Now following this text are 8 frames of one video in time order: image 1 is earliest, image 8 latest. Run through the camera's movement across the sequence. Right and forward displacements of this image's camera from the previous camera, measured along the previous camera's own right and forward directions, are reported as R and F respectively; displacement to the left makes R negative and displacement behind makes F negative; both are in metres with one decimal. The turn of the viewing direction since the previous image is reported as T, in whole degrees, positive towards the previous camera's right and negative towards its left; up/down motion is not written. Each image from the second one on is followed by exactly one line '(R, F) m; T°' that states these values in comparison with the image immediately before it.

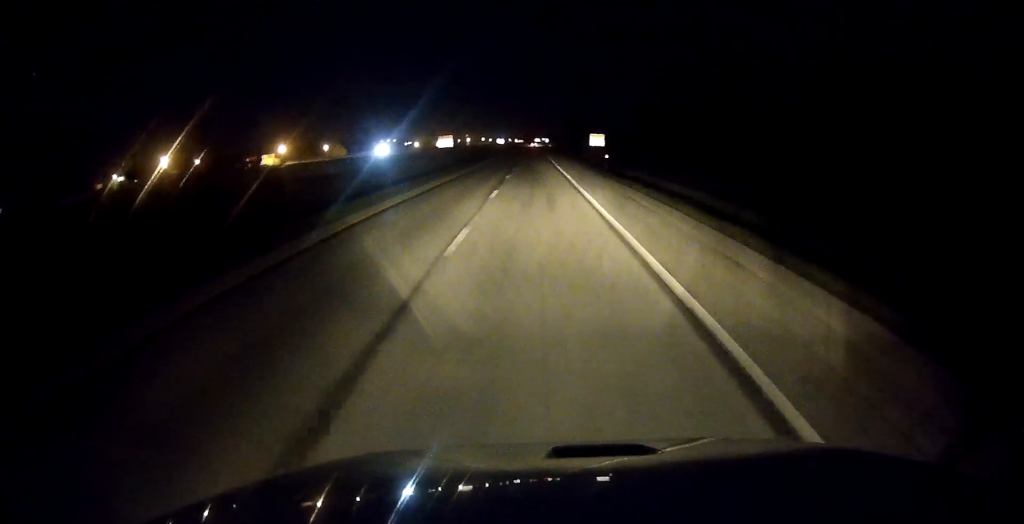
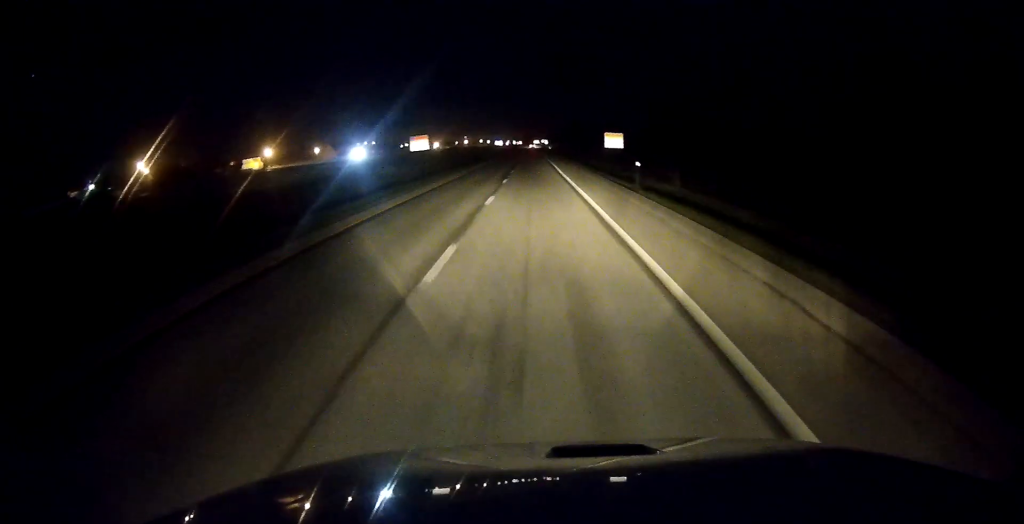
(+0.2, +14.2) m; 0°
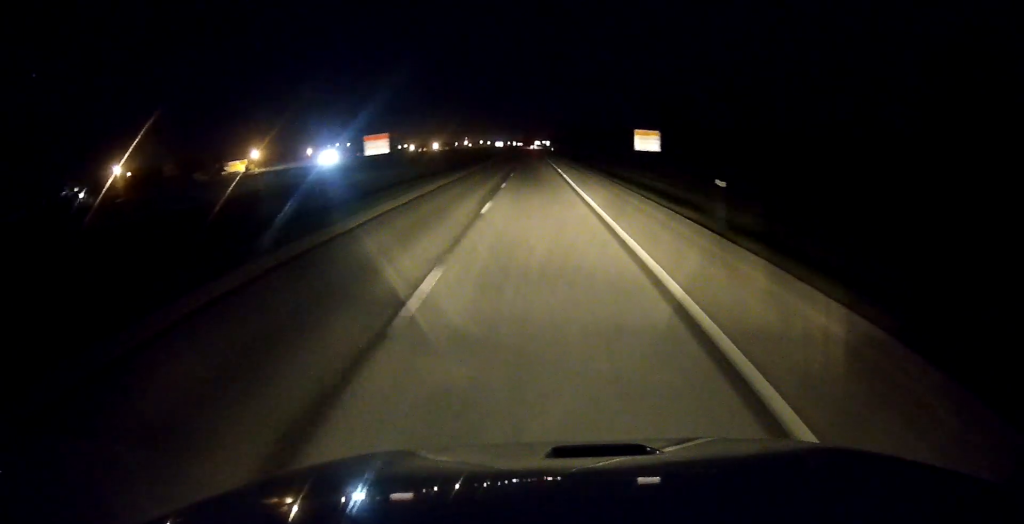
(0.0, +14.2) m; 0°
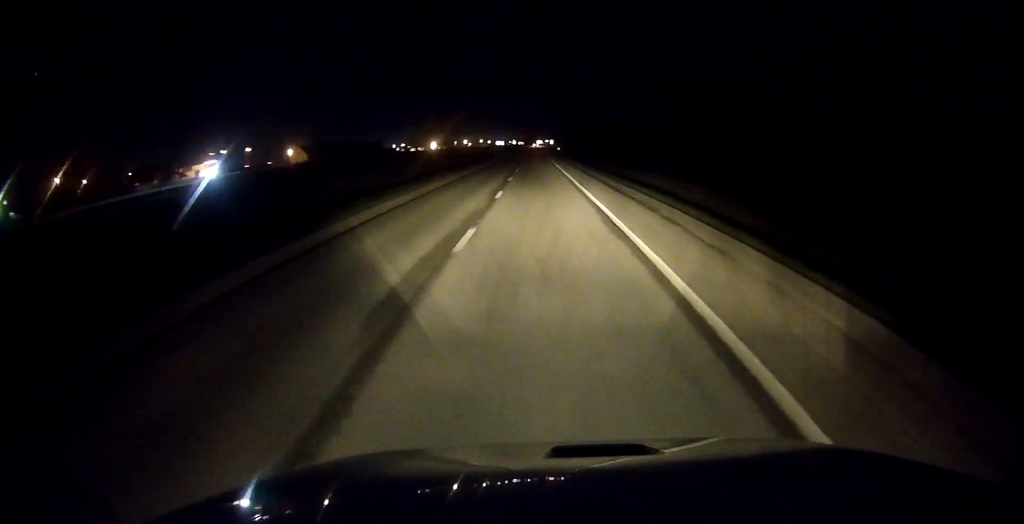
(-0.2, +31.4) m; 0°
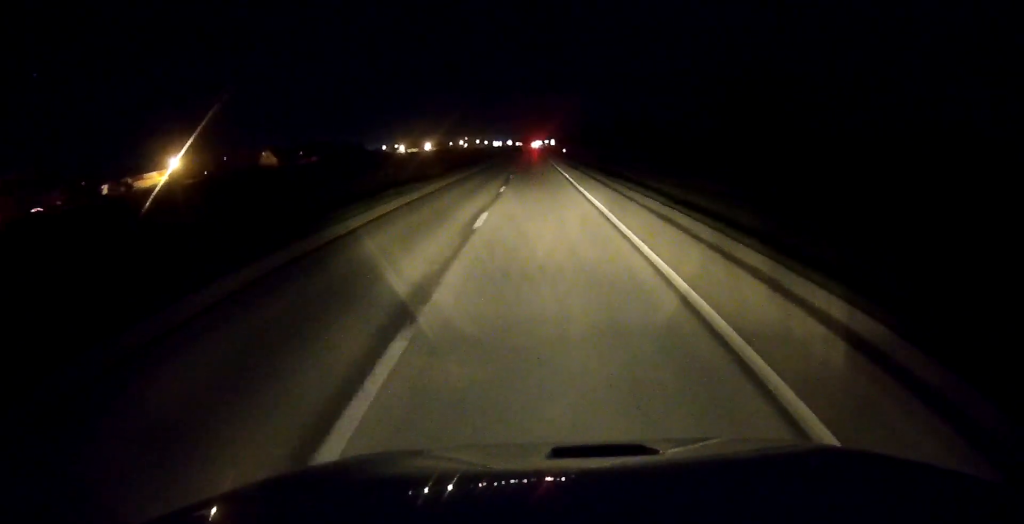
(+0.1, +32.4) m; 0°
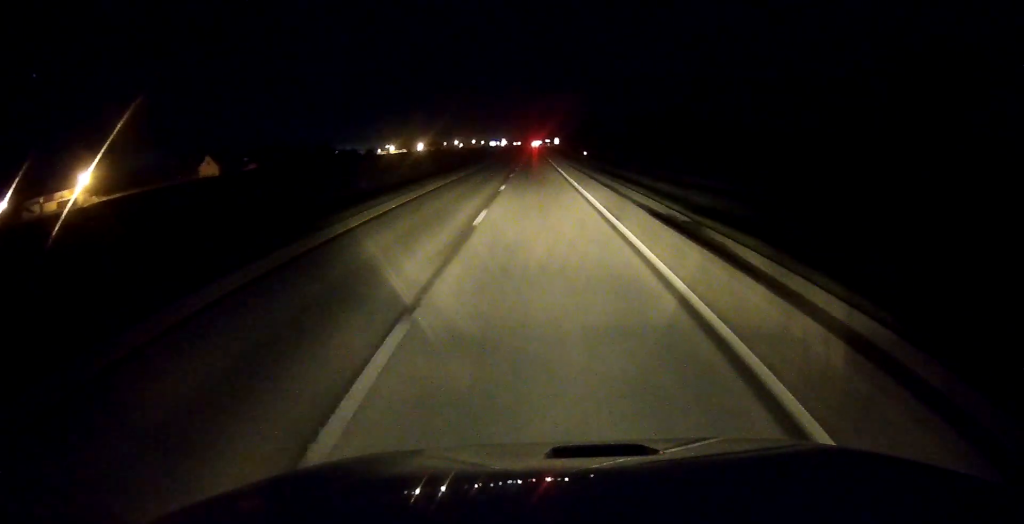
(+0.2, +47.5) m; 0°
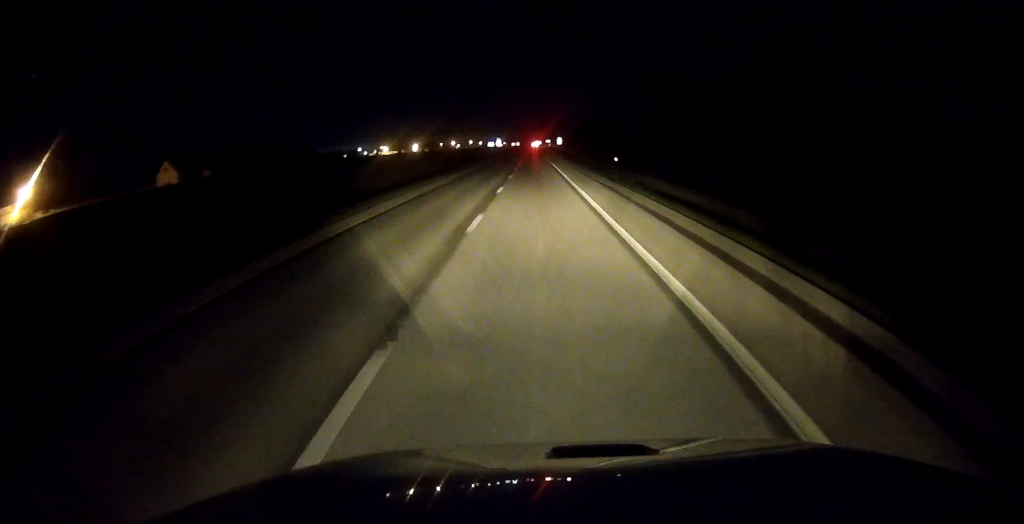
(-0.4, +25.4) m; -1°
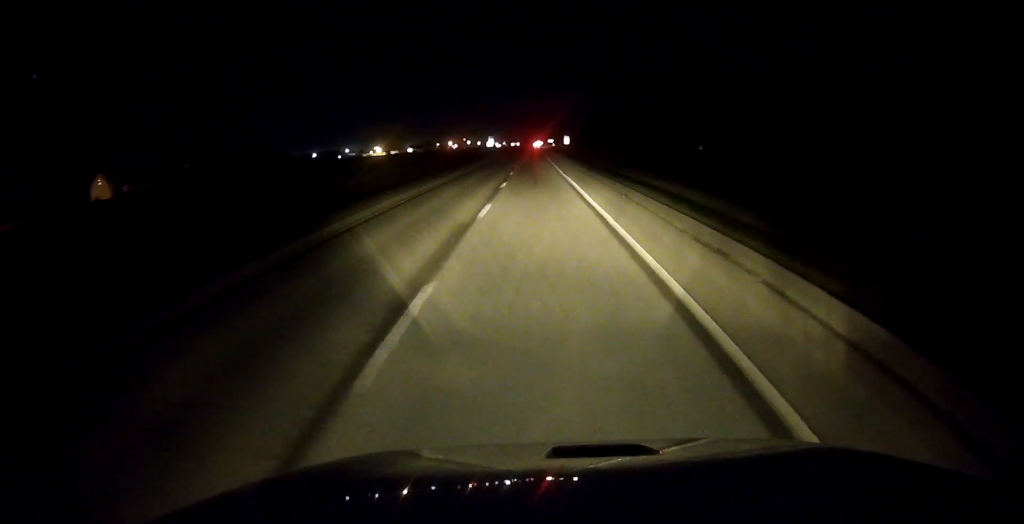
(0.0, +33.5) m; +1°
